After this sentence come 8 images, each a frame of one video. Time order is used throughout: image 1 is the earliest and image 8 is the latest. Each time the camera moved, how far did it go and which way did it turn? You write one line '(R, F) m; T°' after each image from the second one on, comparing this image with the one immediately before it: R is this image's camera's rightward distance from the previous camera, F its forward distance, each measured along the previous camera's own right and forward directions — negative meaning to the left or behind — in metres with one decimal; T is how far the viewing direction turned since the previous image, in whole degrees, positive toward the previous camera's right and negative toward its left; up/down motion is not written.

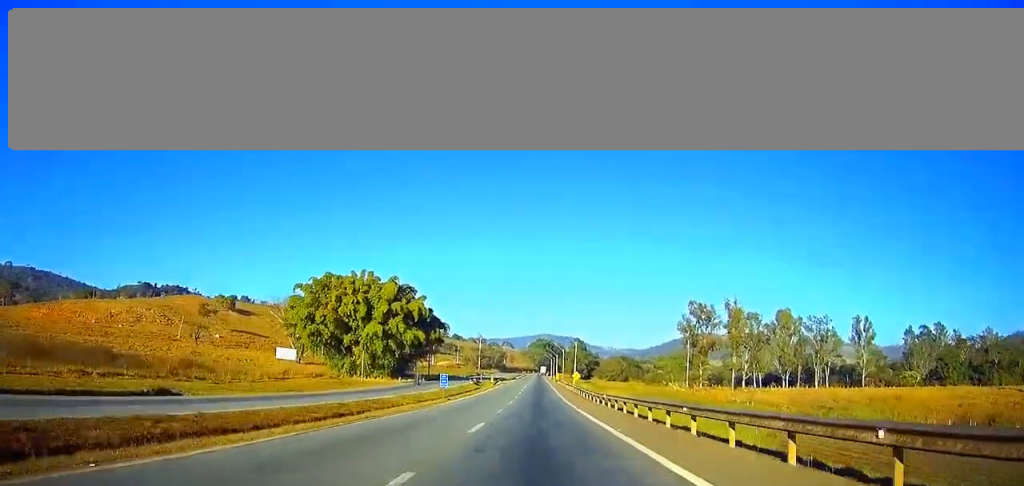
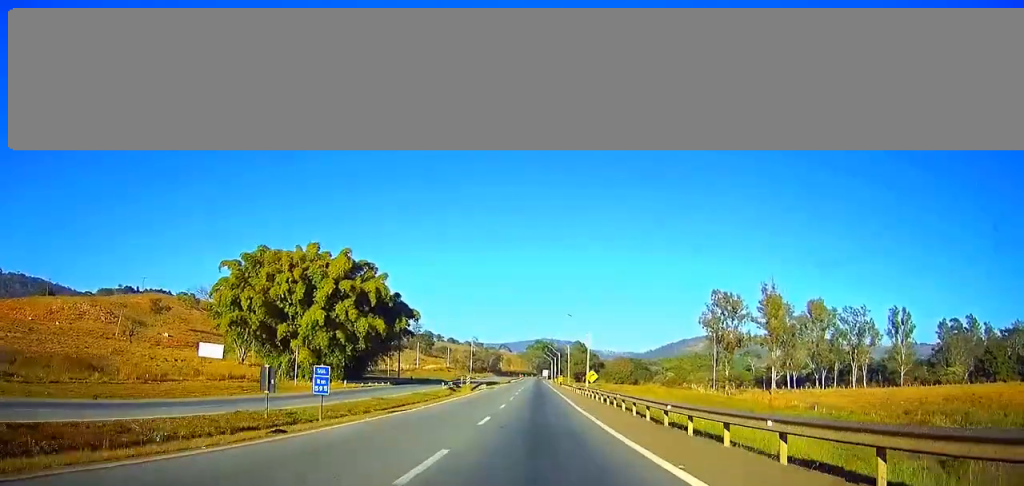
(-0.1, +31.7) m; 0°
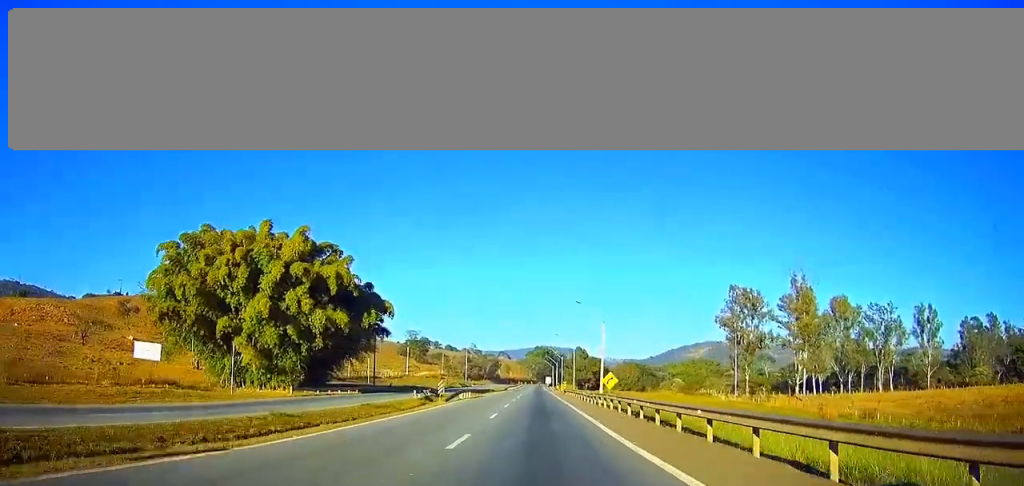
(0.0, +18.4) m; 0°
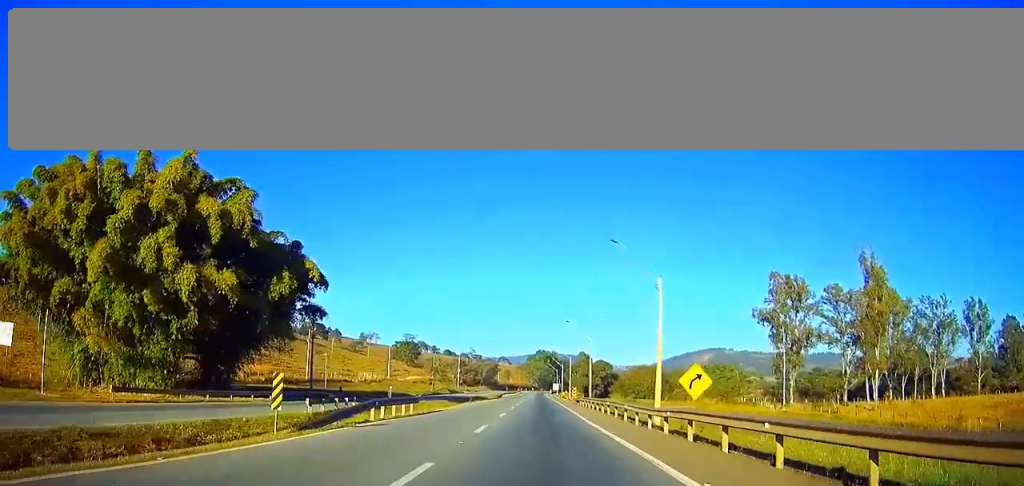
(0.0, +29.5) m; 0°
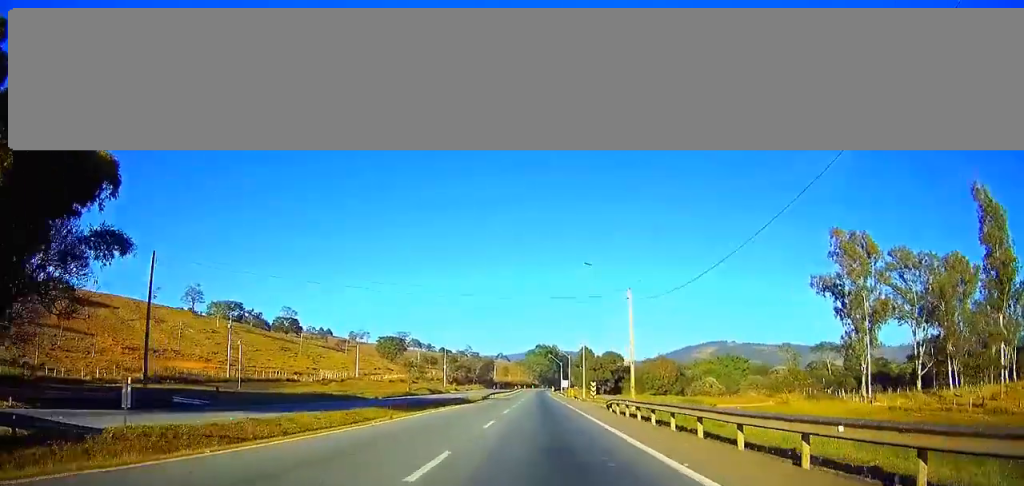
(+0.1, +33.3) m; 0°
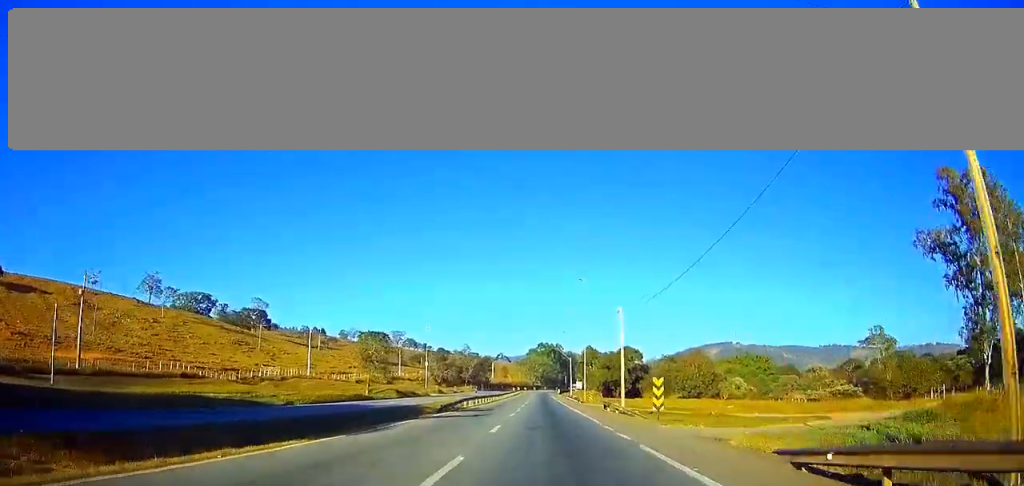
(0.0, +35.0) m; 0°
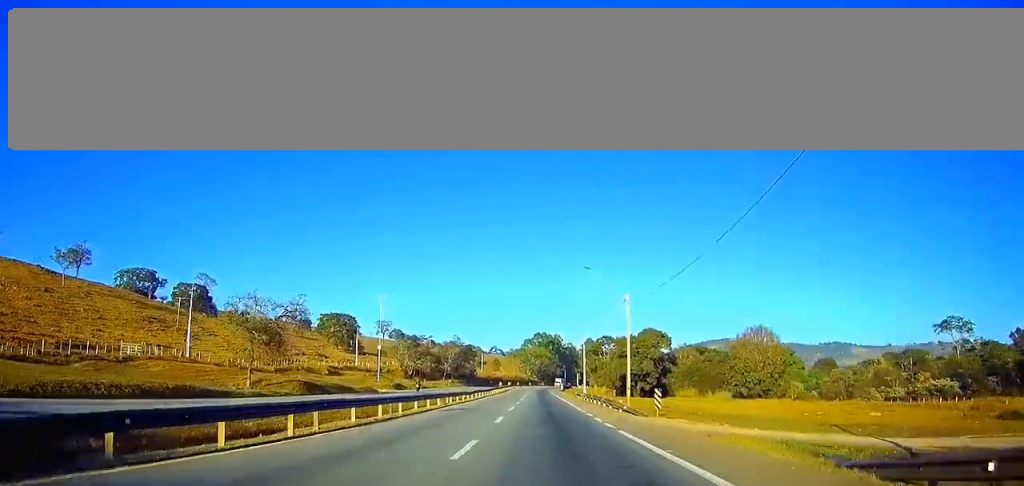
(0.0, +43.6) m; 0°
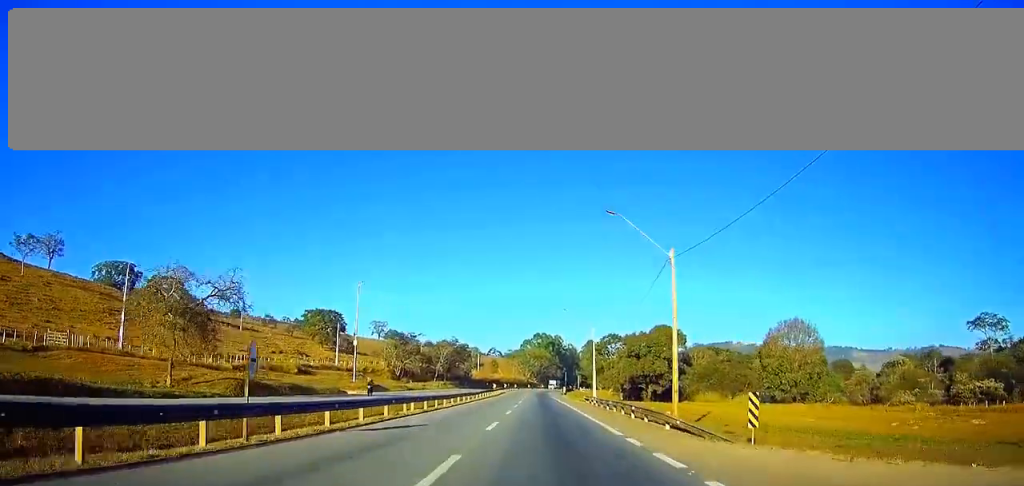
(0.0, +14.8) m; 0°
